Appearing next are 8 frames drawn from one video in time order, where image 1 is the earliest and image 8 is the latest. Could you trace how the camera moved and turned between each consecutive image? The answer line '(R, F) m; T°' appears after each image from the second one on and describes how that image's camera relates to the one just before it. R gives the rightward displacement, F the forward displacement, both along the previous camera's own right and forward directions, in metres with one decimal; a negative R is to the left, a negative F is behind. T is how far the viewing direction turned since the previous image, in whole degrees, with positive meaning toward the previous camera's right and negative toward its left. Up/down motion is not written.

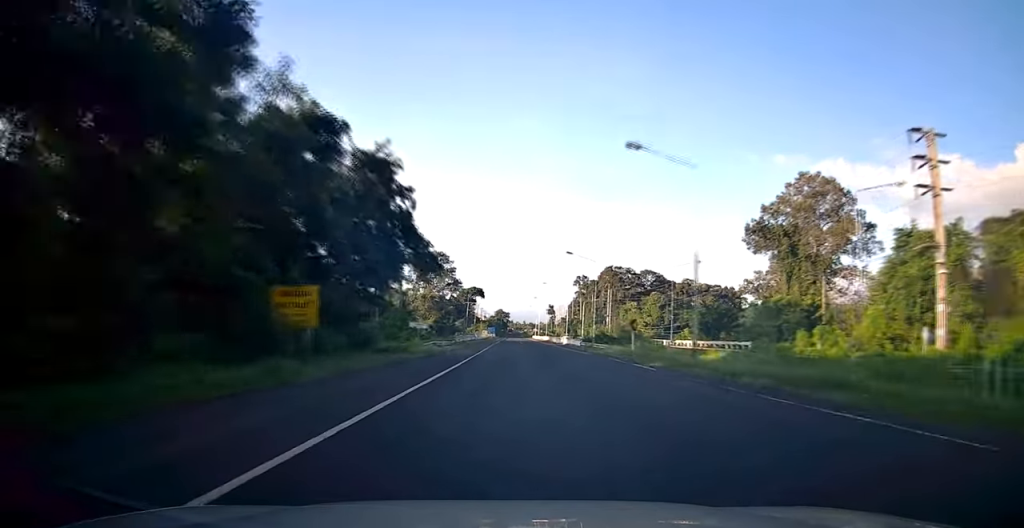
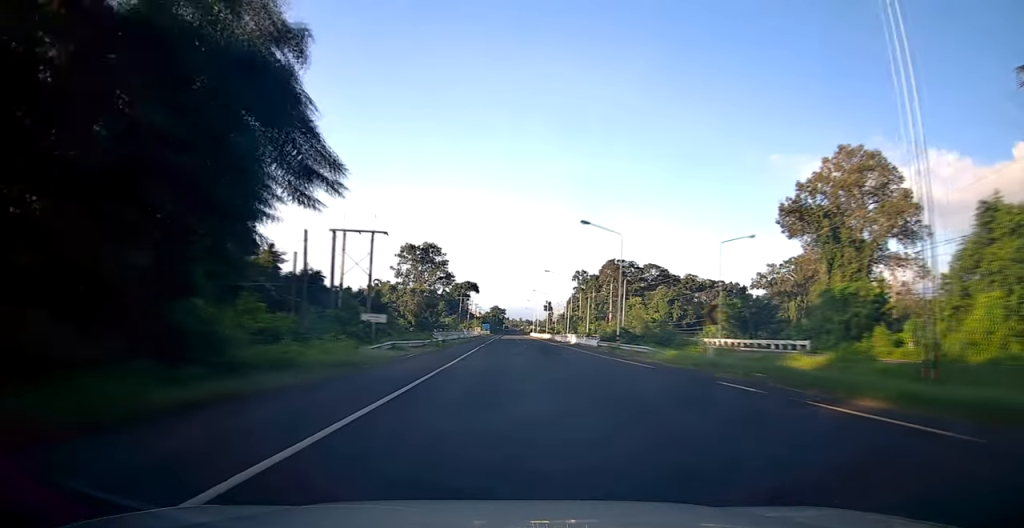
(-0.1, +14.4) m; 0°
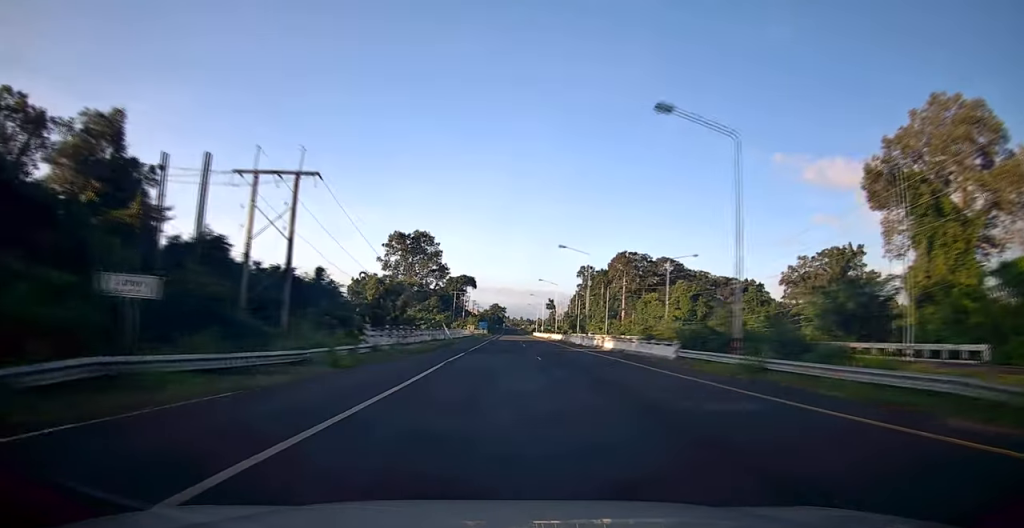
(0.0, +22.0) m; +2°
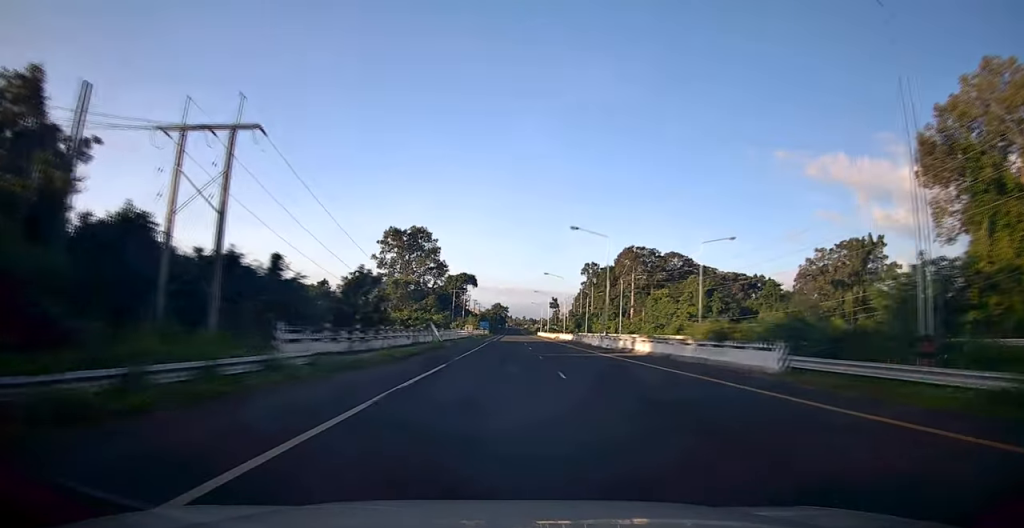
(+0.4, +9.8) m; 0°
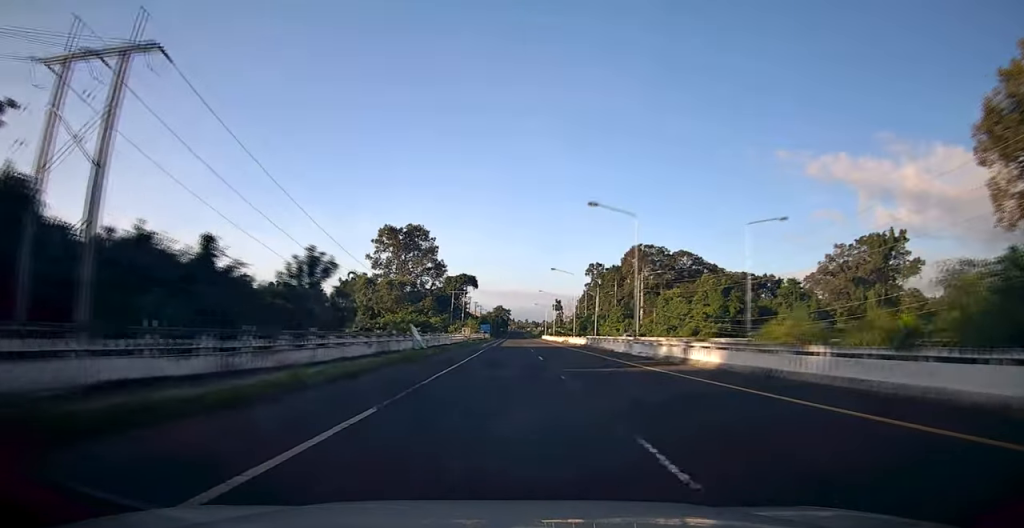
(+0.1, +9.8) m; 0°
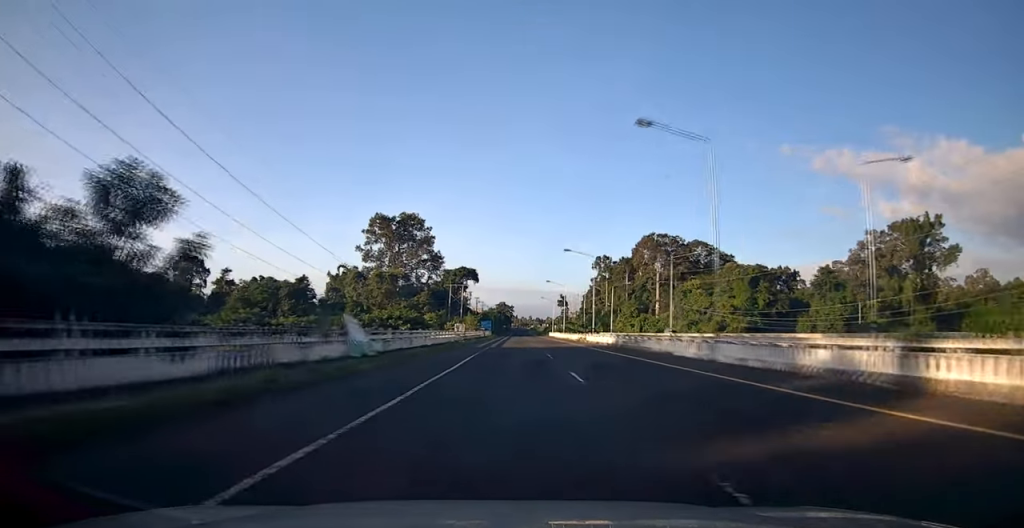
(-0.4, +14.0) m; -2°
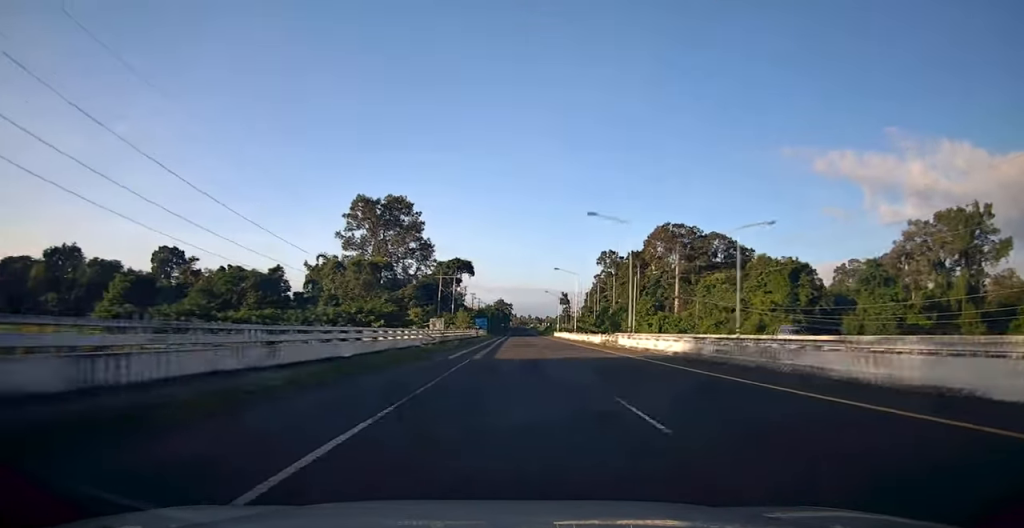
(-0.1, +18.3) m; +1°
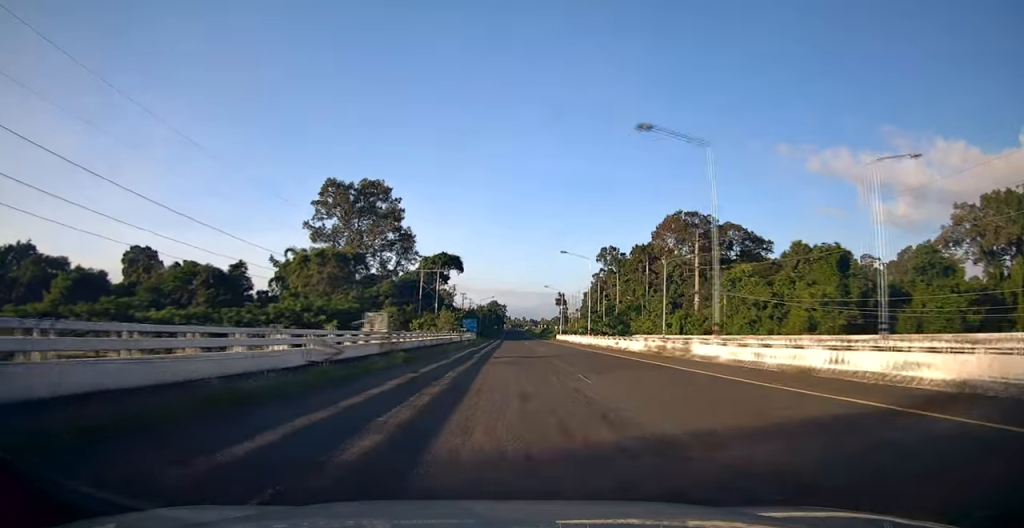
(+0.6, +18.5) m; 0°
